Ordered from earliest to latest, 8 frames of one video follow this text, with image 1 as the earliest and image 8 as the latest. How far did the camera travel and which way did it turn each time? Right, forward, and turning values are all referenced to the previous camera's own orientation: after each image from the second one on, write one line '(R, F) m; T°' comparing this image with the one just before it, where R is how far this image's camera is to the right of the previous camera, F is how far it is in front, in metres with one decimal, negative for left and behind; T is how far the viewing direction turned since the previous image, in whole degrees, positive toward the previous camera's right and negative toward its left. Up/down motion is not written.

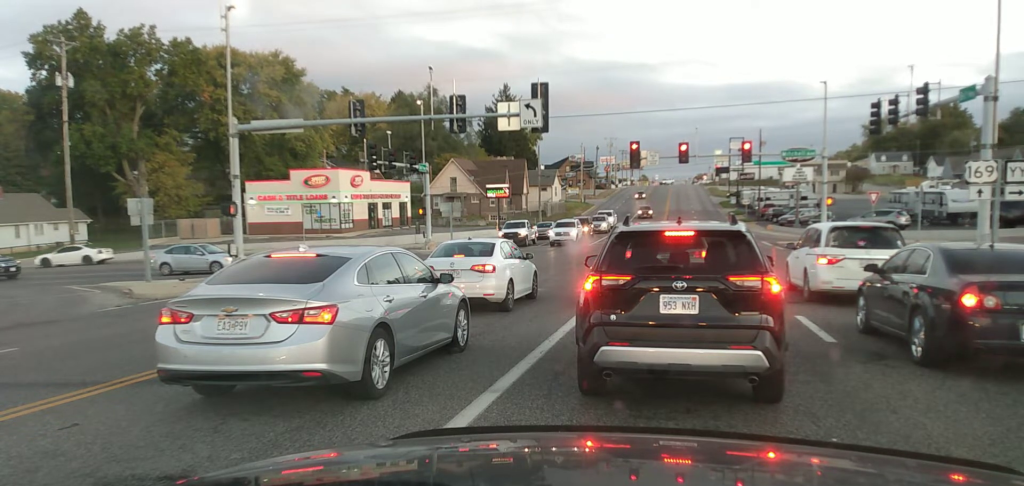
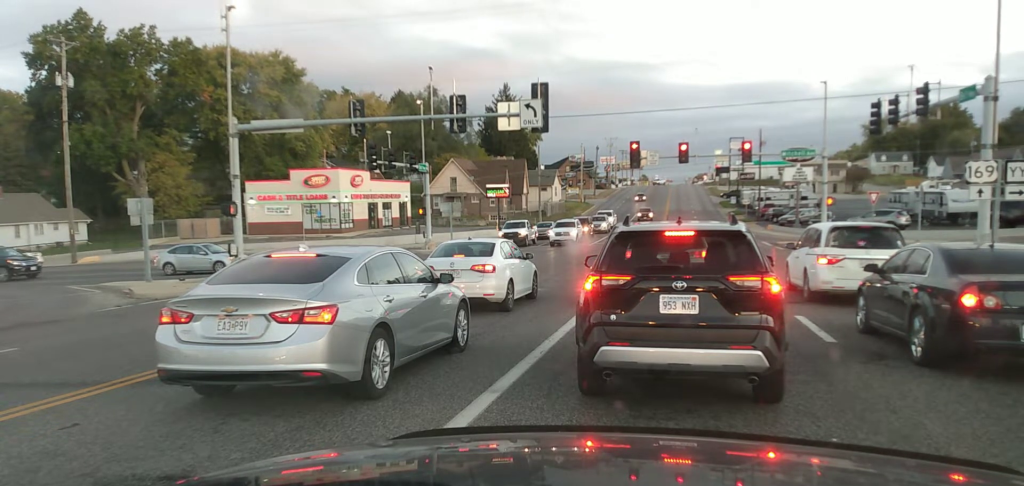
(0.0, 0.0) m; 0°
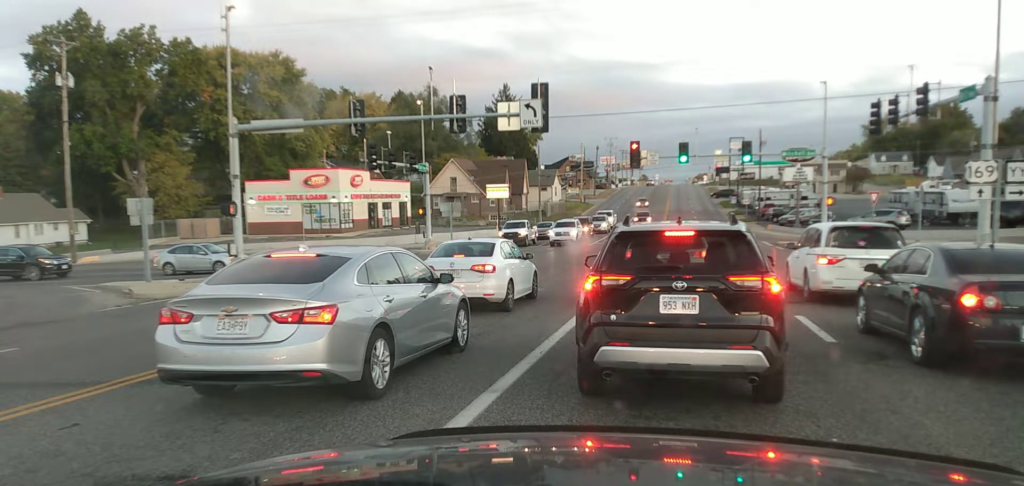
(0.0, 0.0) m; 0°
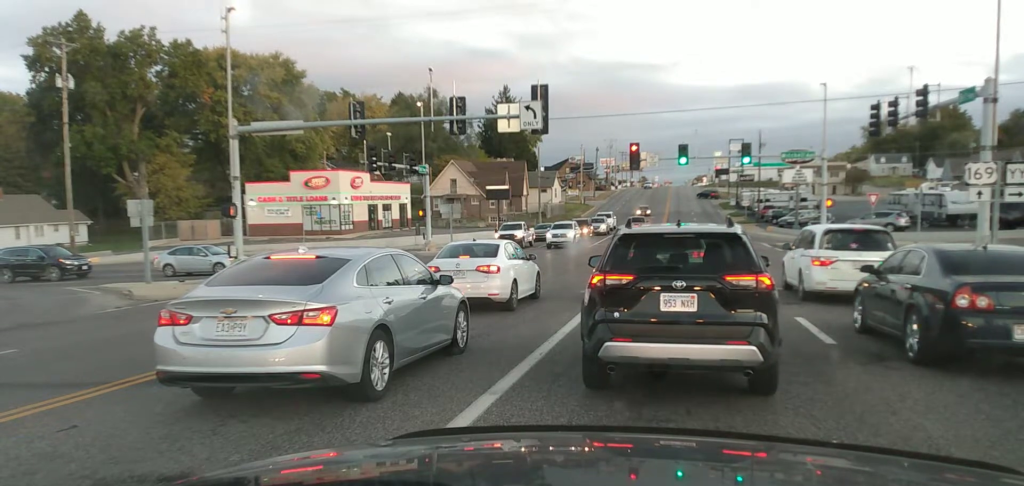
(0.0, +0.4) m; 0°
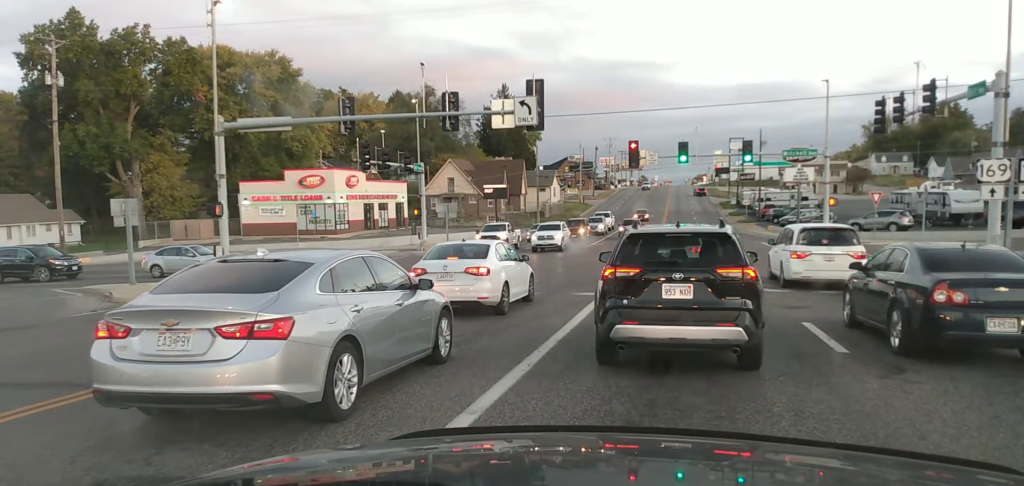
(0.0, +0.3) m; 0°
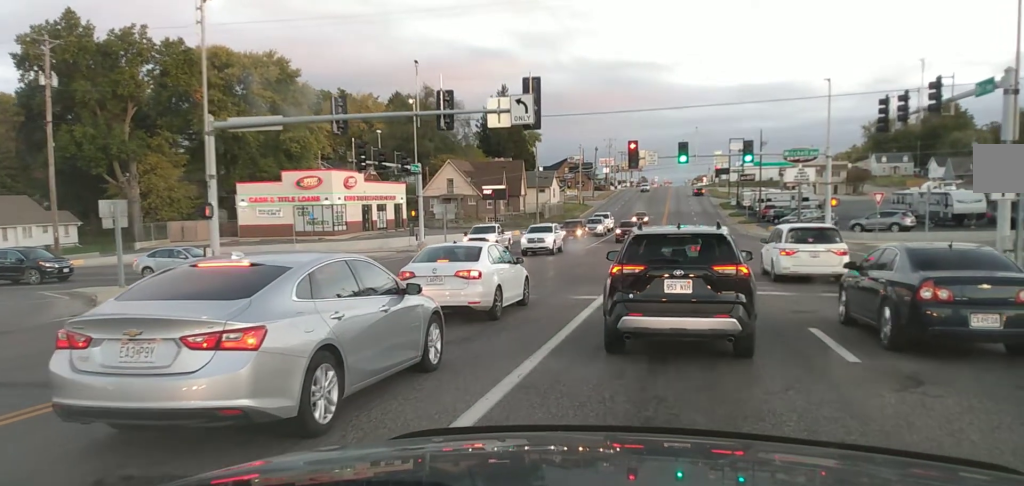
(0.0, +0.2) m; 0°
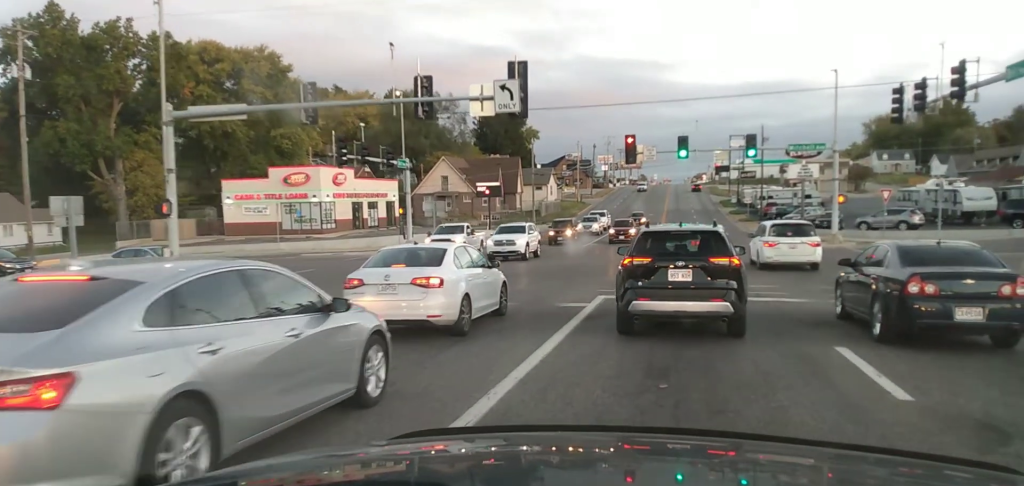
(+0.1, +1.0) m; 0°
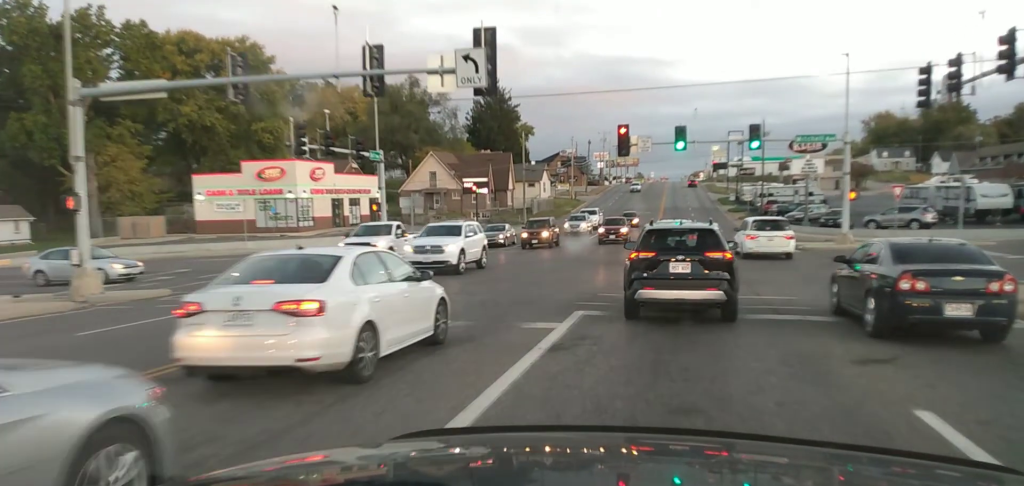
(+0.1, +2.2) m; -2°
